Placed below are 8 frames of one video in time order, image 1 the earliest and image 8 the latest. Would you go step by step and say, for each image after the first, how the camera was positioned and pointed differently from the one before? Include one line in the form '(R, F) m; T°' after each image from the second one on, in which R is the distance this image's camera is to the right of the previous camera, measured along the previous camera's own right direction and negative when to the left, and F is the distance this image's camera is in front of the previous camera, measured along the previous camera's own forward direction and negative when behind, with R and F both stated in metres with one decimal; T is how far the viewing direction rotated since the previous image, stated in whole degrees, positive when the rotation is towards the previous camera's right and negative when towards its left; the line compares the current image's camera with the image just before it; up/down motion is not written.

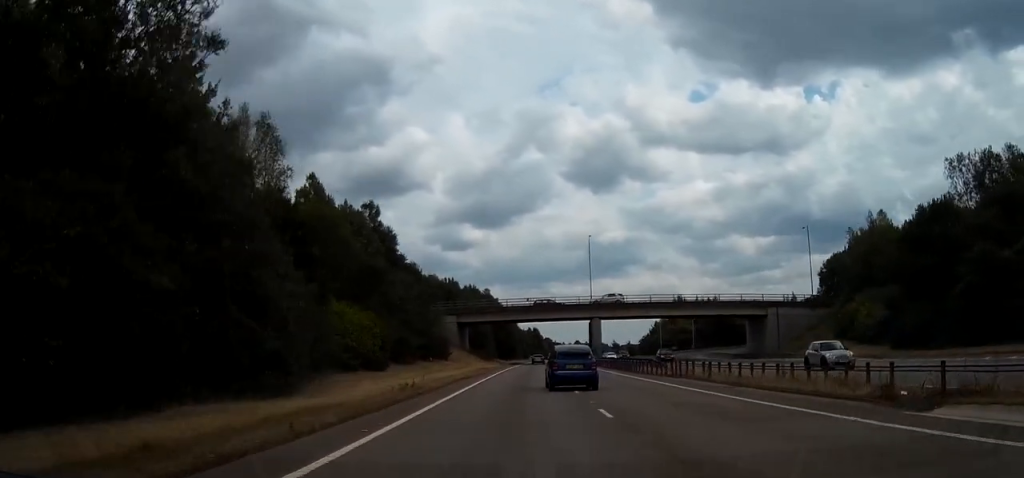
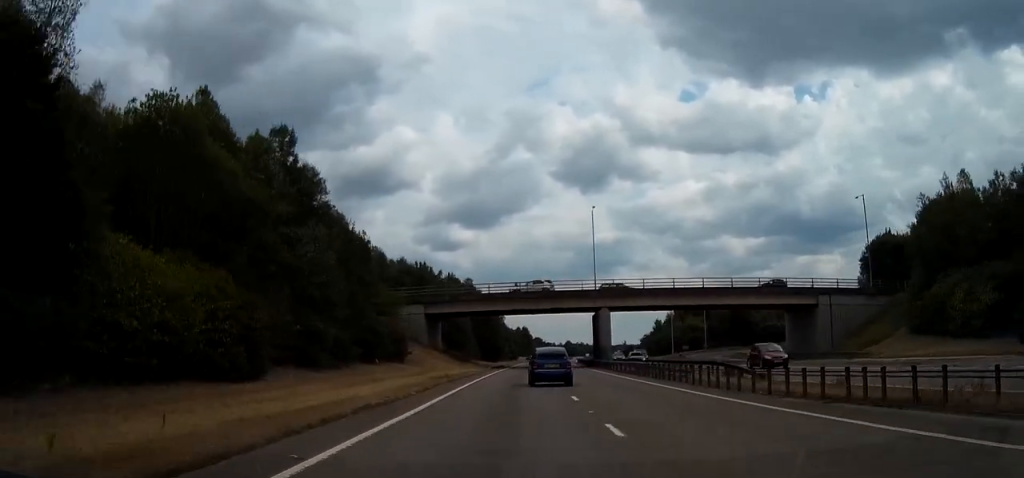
(-0.1, +20.4) m; 0°
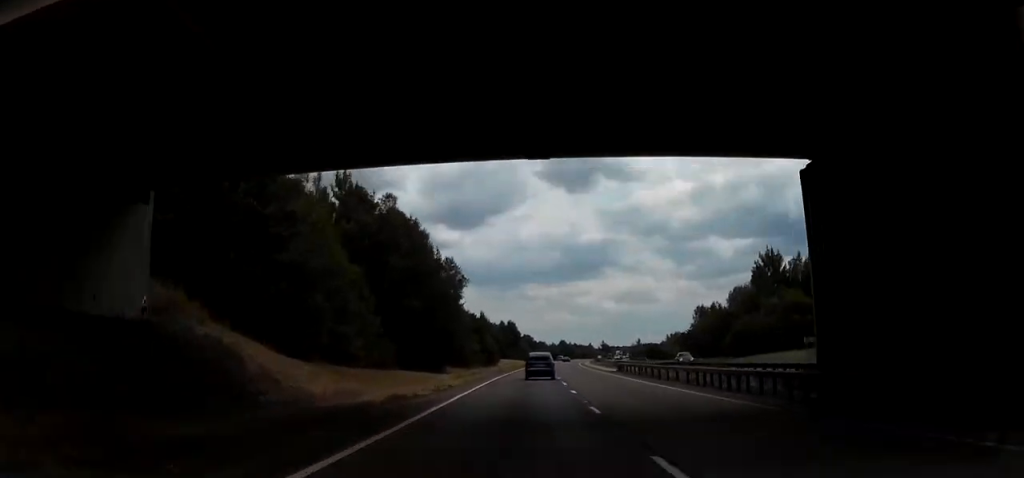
(0.0, +66.2) m; -1°
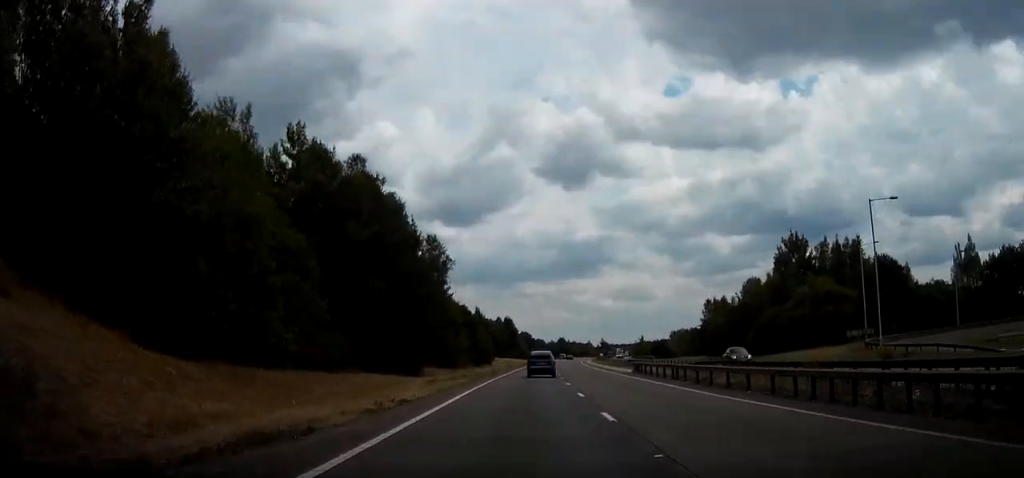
(-0.2, +10.8) m; 0°
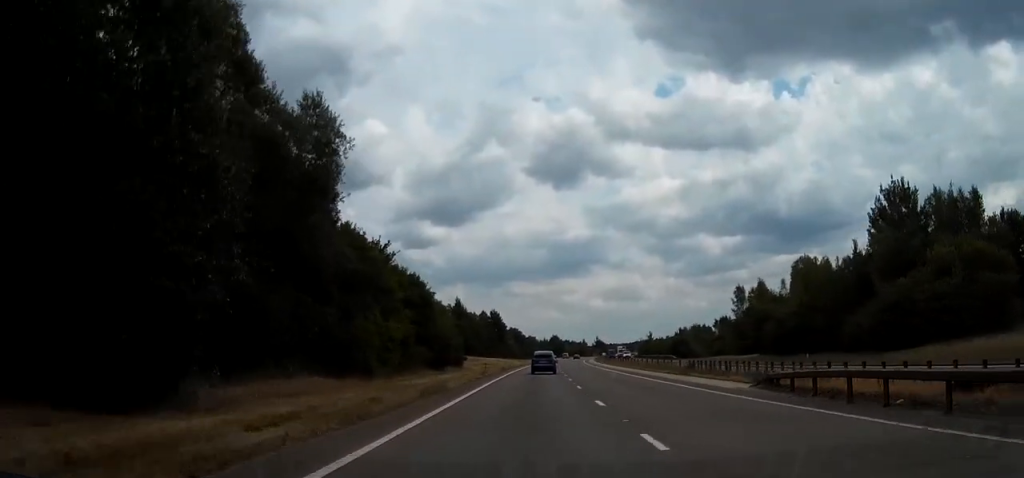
(+0.4, +30.4) m; +3°
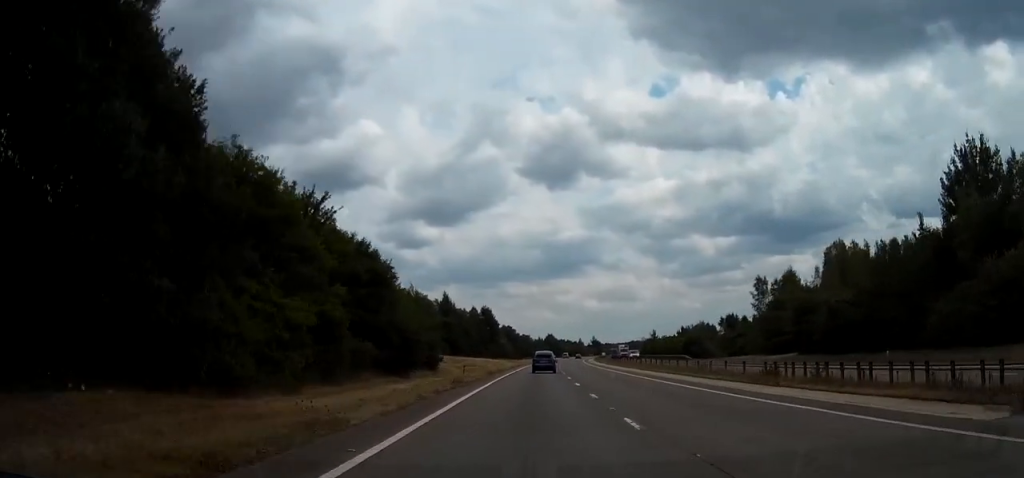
(+0.4, +14.9) m; +1°
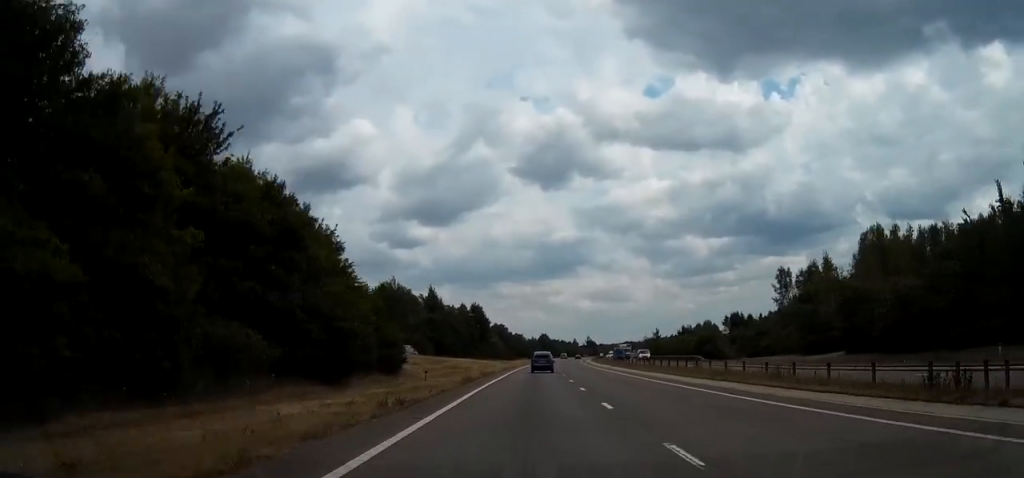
(+0.2, +13.1) m; +1°
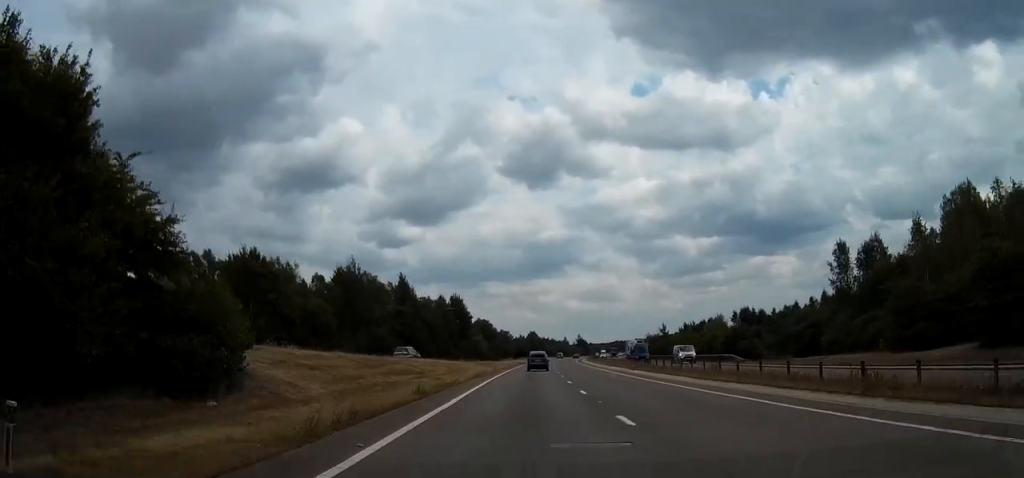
(0.0, +22.3) m; +1°
